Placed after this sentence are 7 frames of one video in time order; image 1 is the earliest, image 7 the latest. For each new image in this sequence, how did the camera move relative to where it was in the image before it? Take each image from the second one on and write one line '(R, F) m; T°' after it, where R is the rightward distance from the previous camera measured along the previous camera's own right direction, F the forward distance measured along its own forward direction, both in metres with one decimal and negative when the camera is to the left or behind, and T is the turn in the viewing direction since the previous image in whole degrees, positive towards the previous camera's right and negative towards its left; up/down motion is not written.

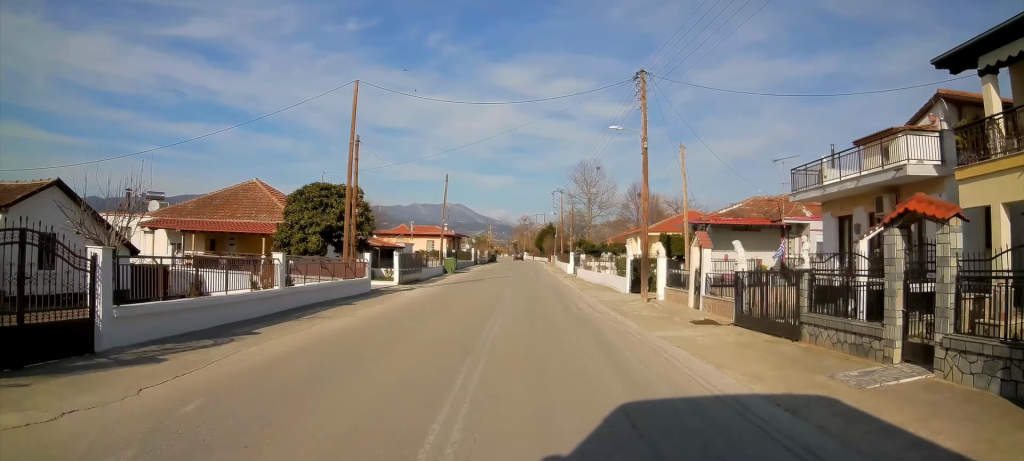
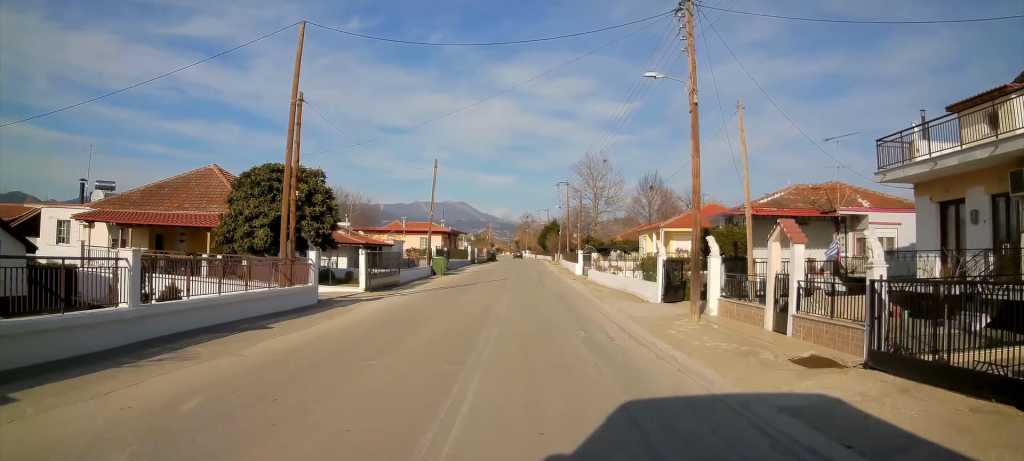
(+0.1, +6.2) m; 0°
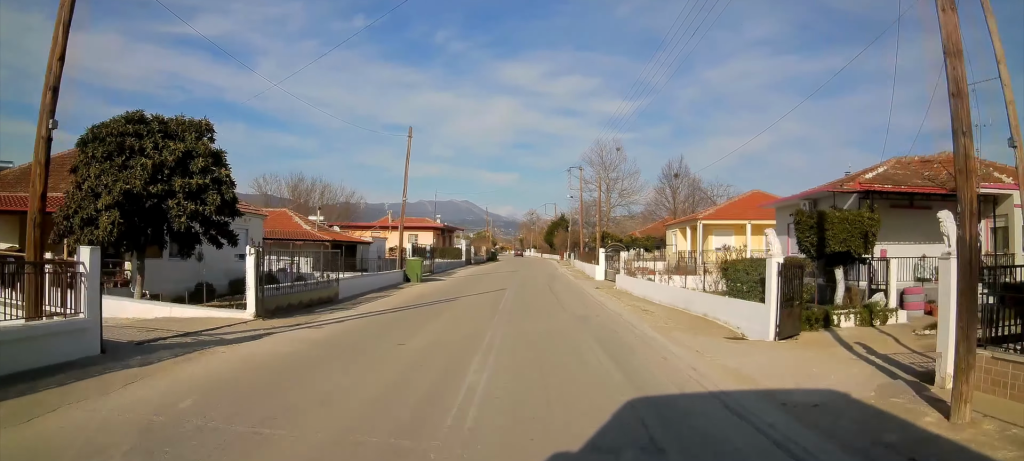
(-0.1, +9.5) m; 0°
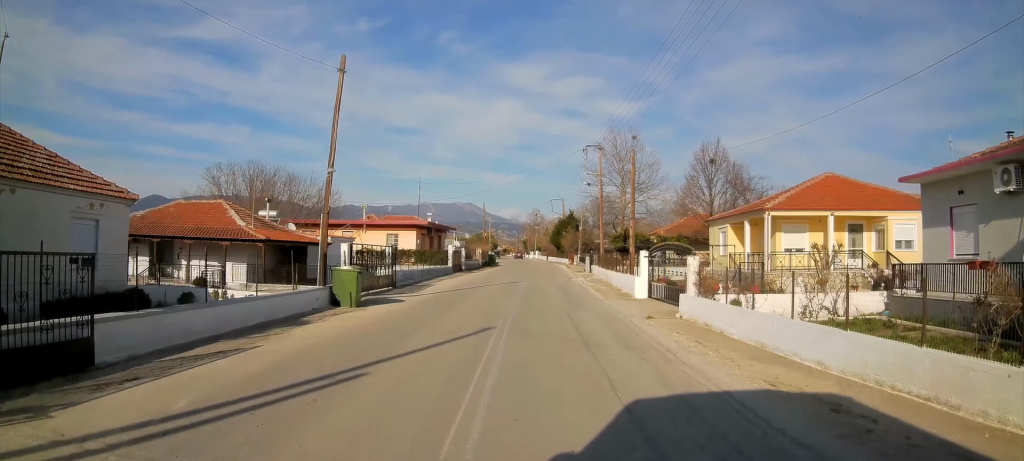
(0.0, +10.6) m; 0°
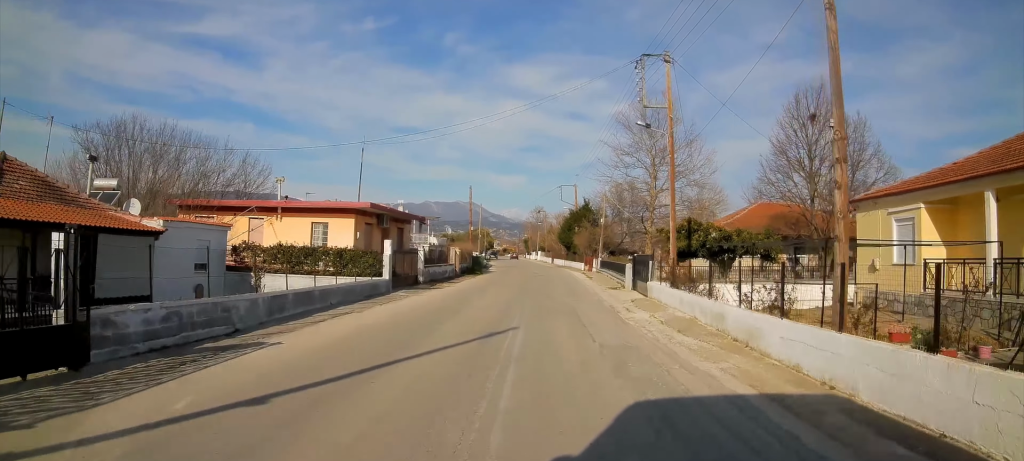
(-0.1, +17.3) m; -1°
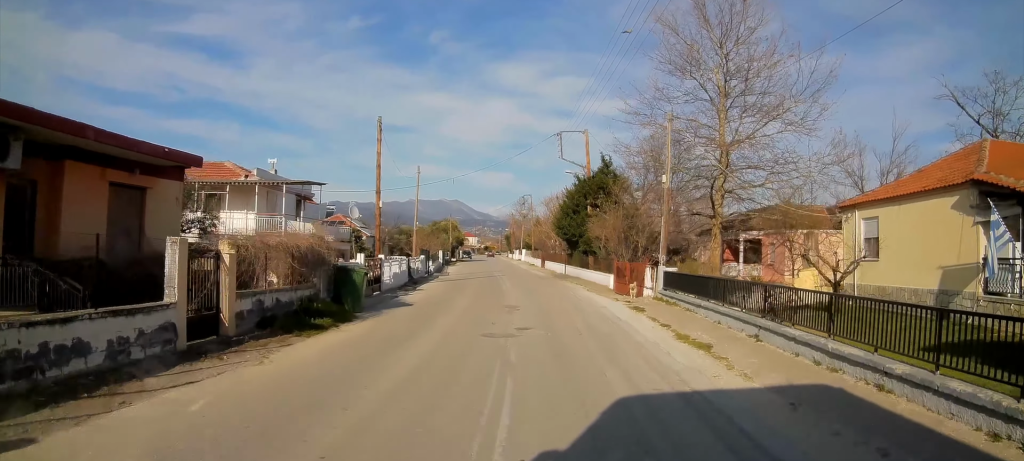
(+0.1, +26.2) m; 0°
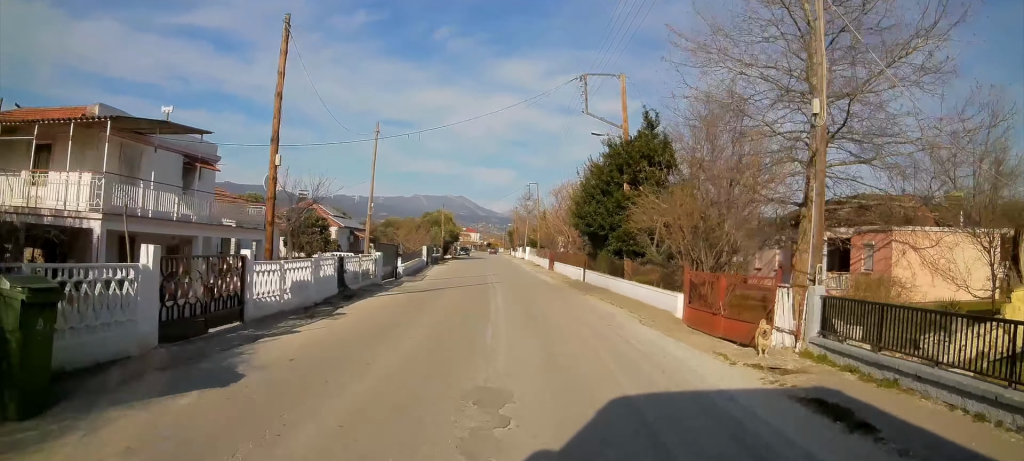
(-0.1, +10.8) m; 0°
